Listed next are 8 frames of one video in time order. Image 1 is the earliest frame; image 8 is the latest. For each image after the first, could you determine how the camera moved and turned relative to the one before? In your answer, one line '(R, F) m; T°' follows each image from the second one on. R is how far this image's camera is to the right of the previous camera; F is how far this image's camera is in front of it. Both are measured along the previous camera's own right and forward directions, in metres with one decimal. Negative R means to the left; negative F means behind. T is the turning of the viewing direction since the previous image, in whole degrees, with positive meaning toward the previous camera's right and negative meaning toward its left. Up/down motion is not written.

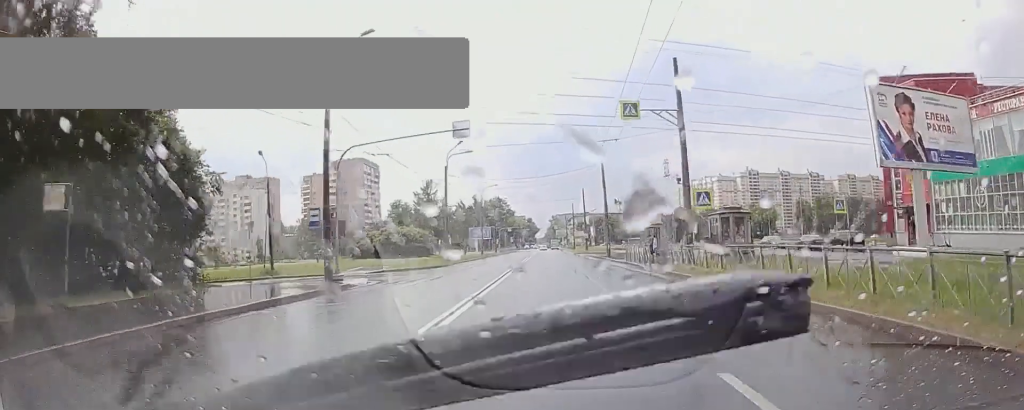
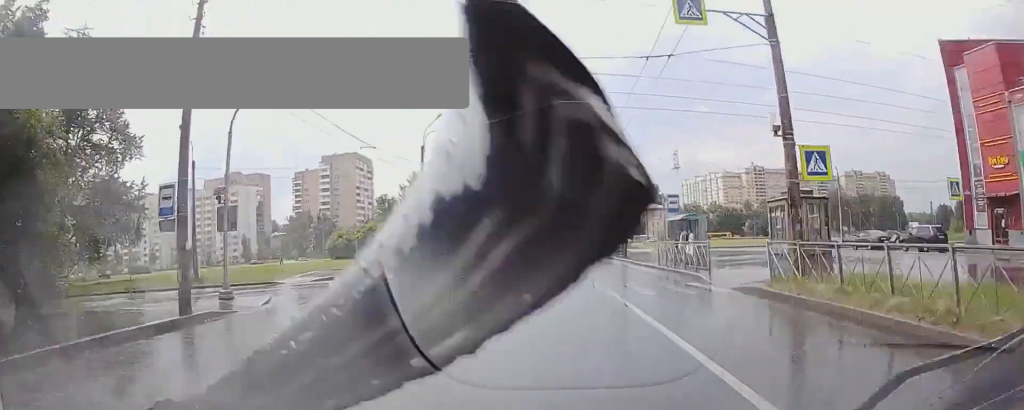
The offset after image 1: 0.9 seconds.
(-0.1, +15.0) m; 0°
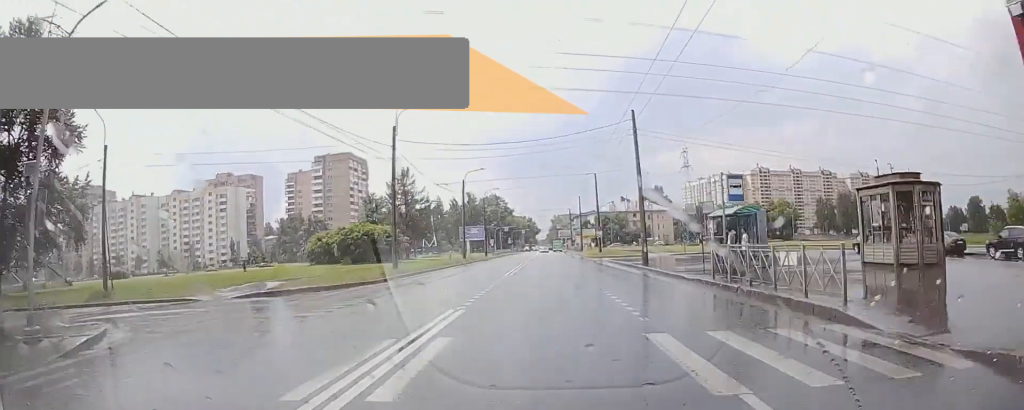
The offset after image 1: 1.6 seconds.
(-0.1, +11.2) m; +1°
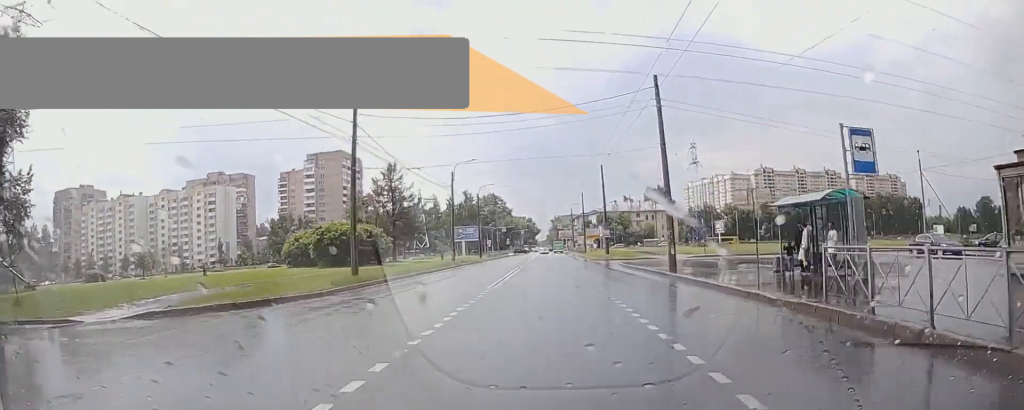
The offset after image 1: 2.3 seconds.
(+0.2, +9.0) m; +1°
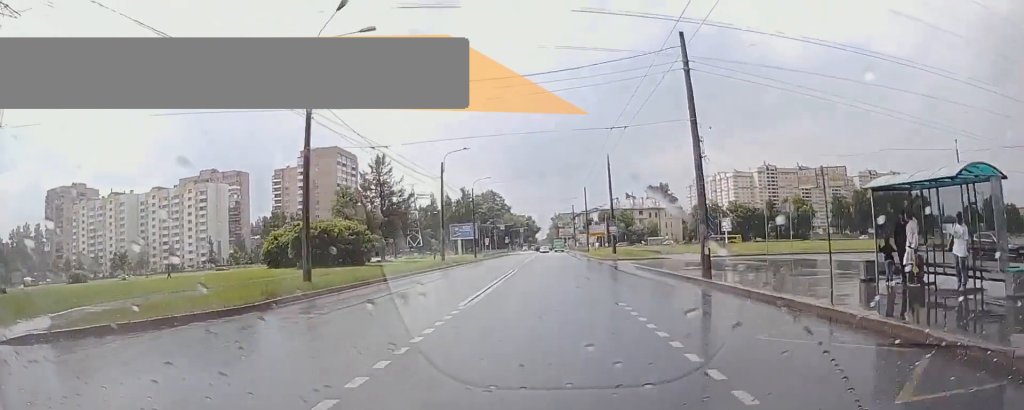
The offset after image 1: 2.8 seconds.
(0.0, +6.2) m; 0°
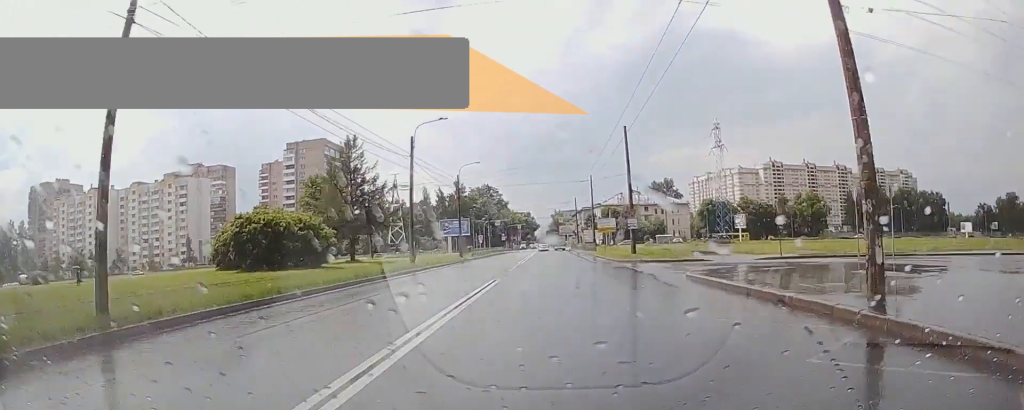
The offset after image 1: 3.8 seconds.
(0.0, +12.1) m; -3°
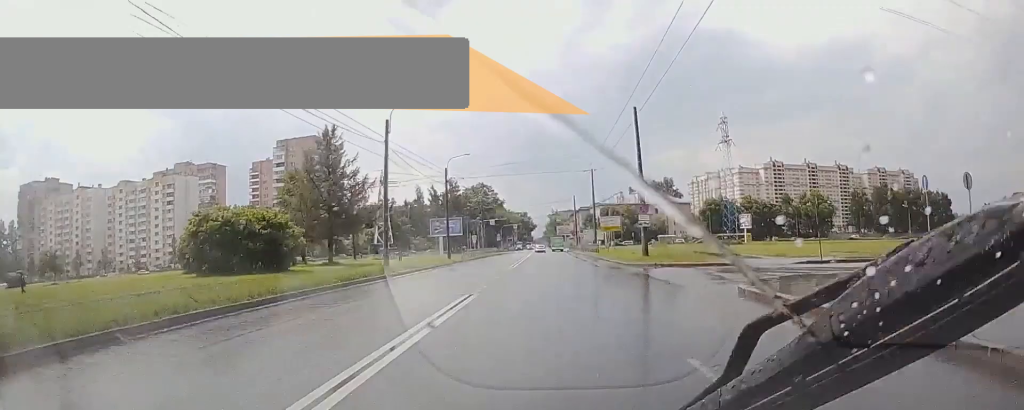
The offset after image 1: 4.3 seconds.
(-0.4, +7.1) m; -1°
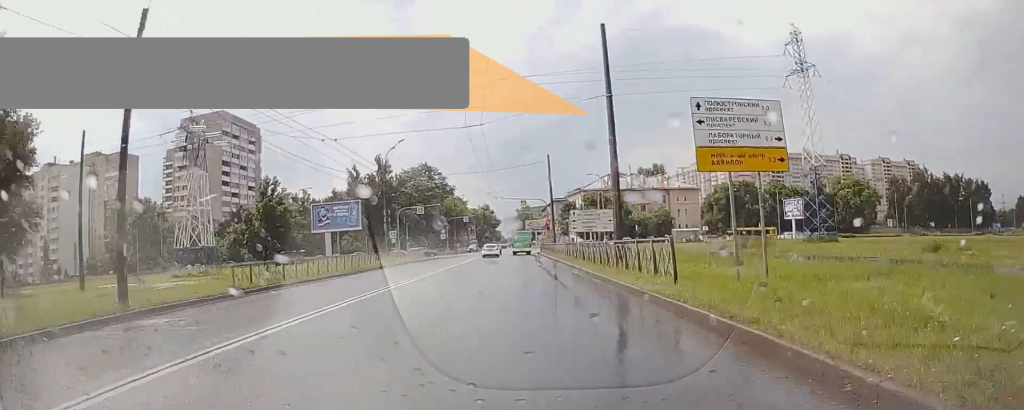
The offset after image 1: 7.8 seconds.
(+0.1, +58.9) m; -2°
